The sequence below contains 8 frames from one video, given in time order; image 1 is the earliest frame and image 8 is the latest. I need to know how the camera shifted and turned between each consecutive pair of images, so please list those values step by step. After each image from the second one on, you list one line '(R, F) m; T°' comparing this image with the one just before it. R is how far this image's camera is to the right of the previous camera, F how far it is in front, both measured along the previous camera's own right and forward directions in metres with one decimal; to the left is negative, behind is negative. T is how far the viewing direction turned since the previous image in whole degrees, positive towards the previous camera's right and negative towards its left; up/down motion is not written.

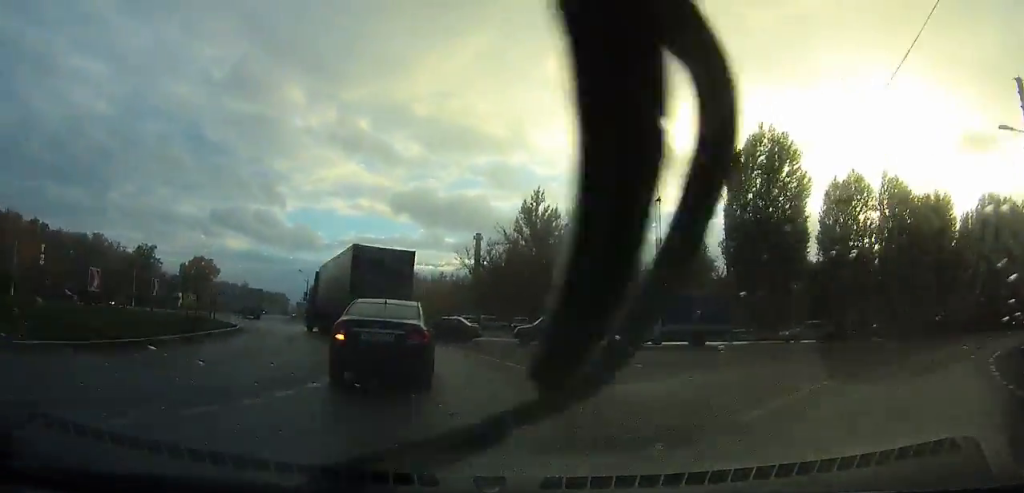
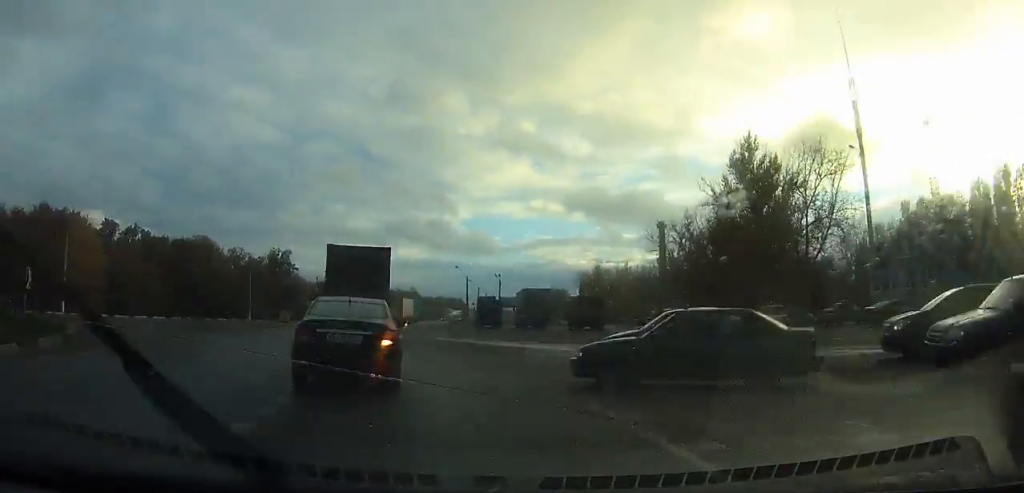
(-1.4, +22.5) m; -10°
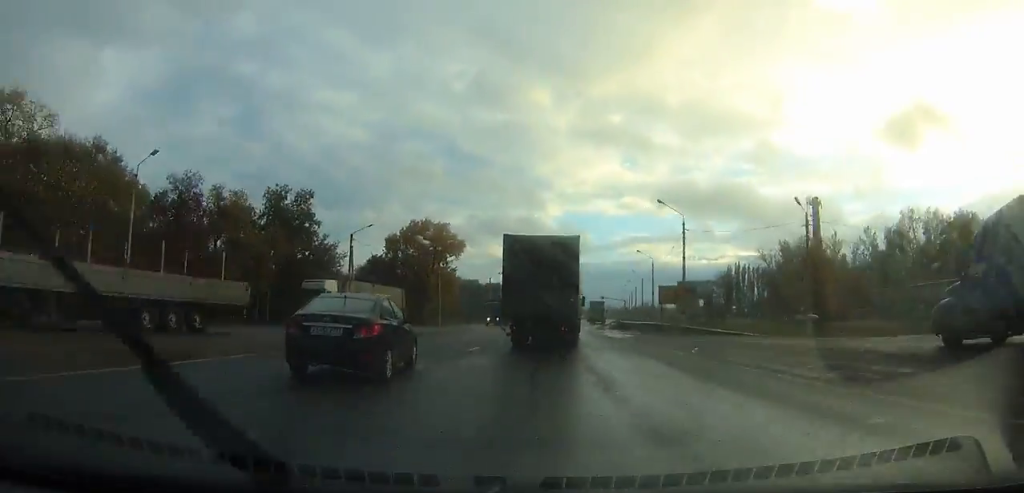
(-11.7, +61.2) m; -11°
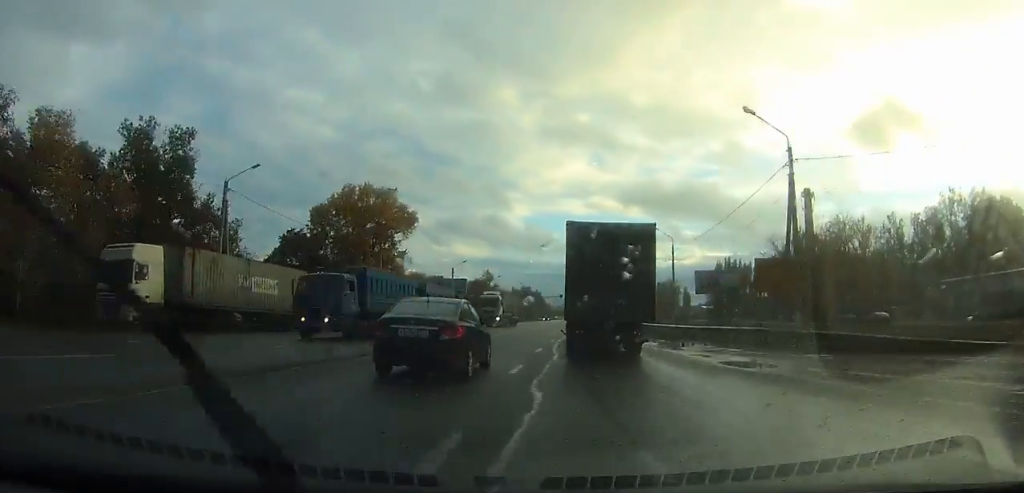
(0.0, +22.4) m; +3°
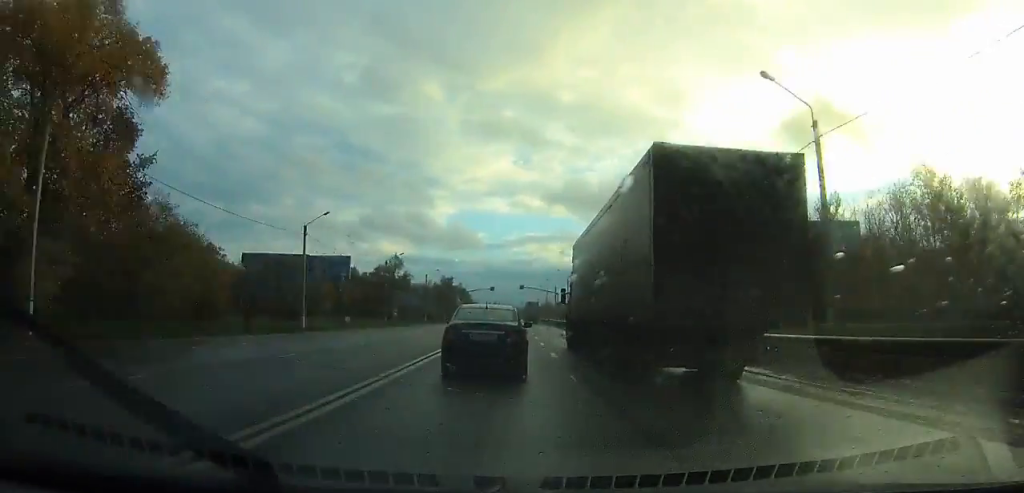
(+1.9, +39.4) m; +5°
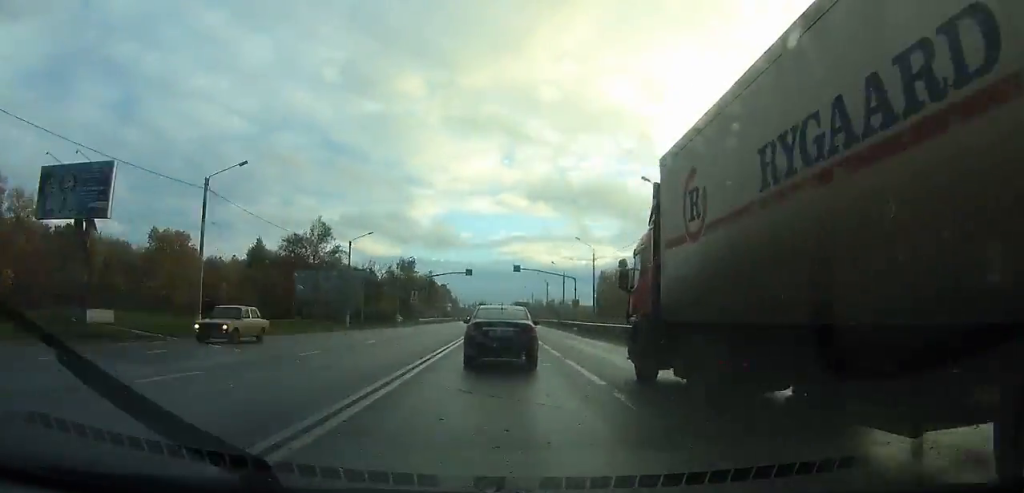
(+1.4, +46.4) m; +2°
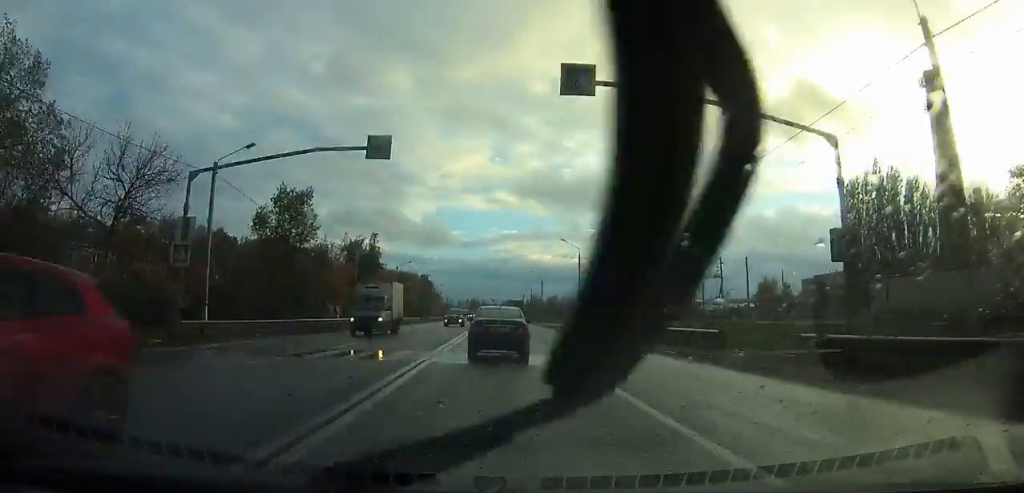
(+0.1, +58.8) m; 0°
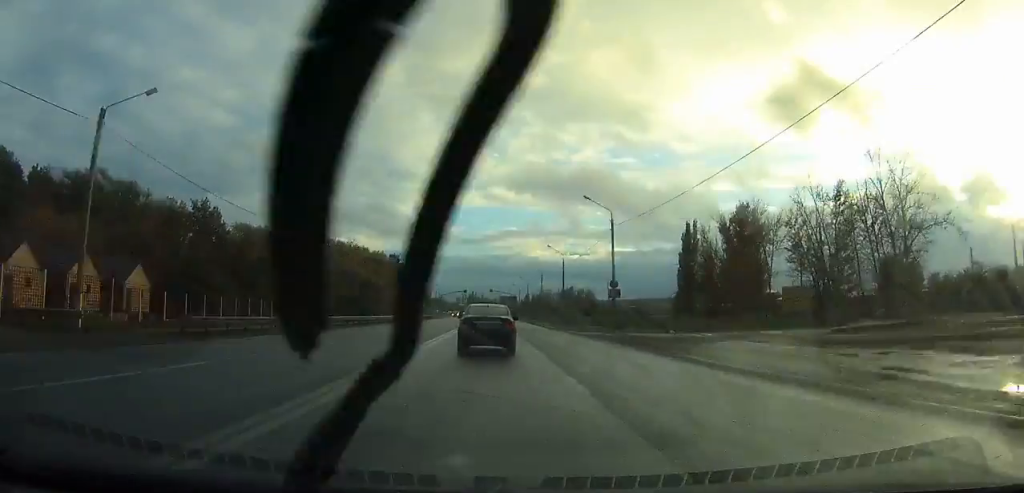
(-1.8, +72.9) m; -2°
